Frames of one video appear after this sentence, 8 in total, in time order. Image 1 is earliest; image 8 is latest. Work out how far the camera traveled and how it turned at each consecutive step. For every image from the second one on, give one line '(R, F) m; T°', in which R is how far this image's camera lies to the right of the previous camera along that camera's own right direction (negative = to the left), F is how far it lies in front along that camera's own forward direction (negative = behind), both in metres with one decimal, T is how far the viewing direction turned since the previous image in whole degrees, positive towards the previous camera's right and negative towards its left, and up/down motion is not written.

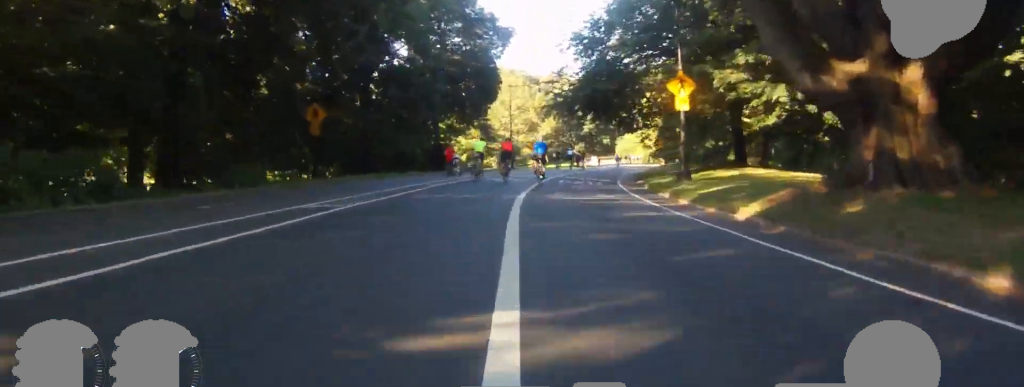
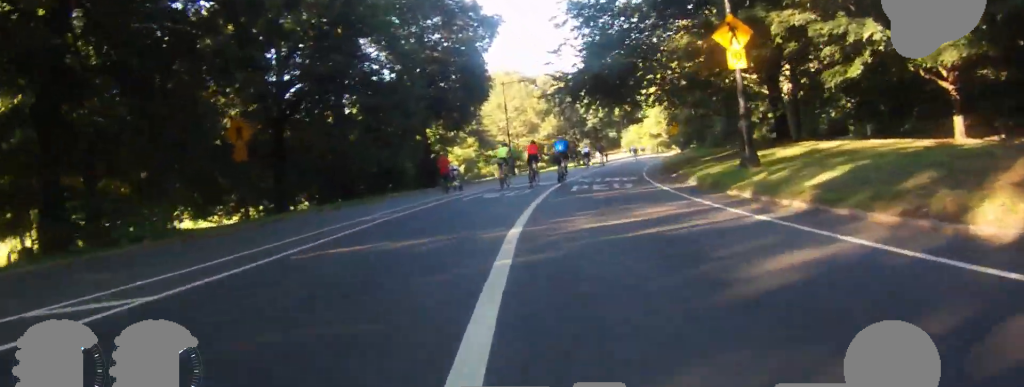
(0.0, +7.0) m; +6°
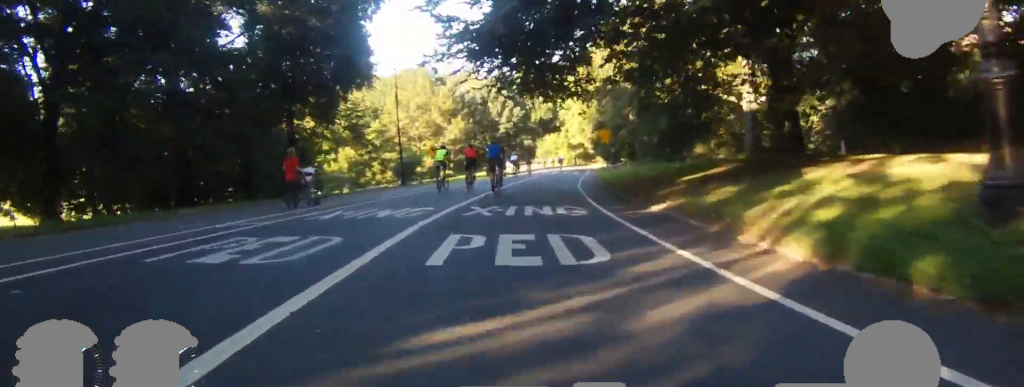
(+1.6, +11.7) m; +4°
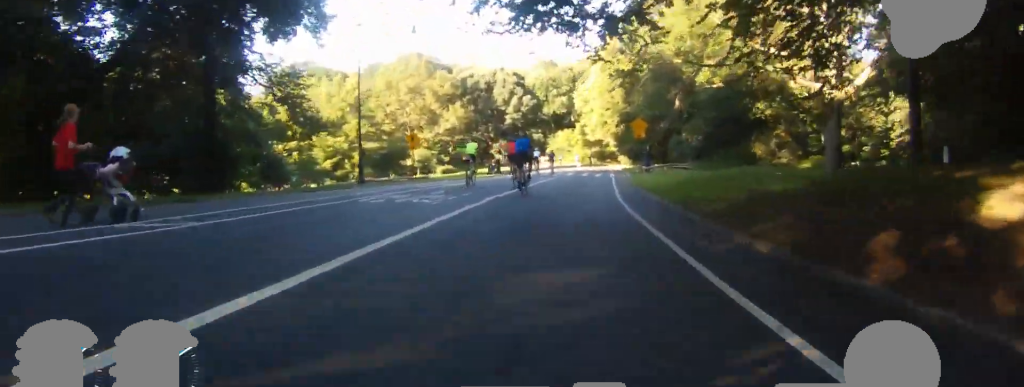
(-1.4, +12.6) m; -2°
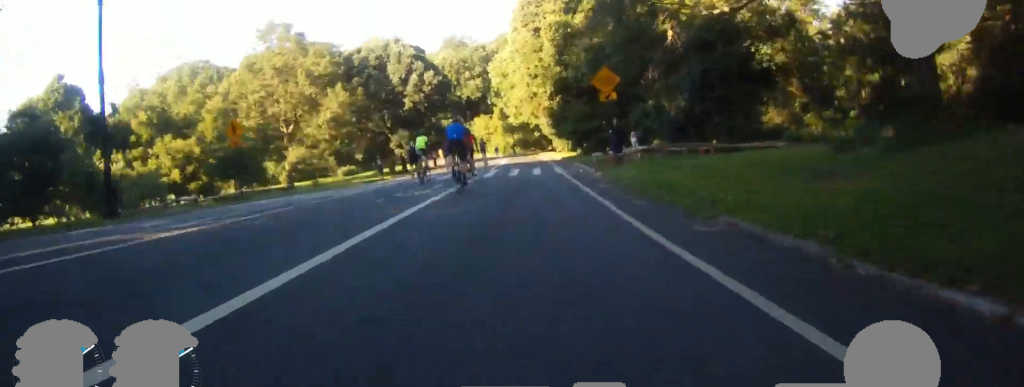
(+2.0, +16.0) m; +7°
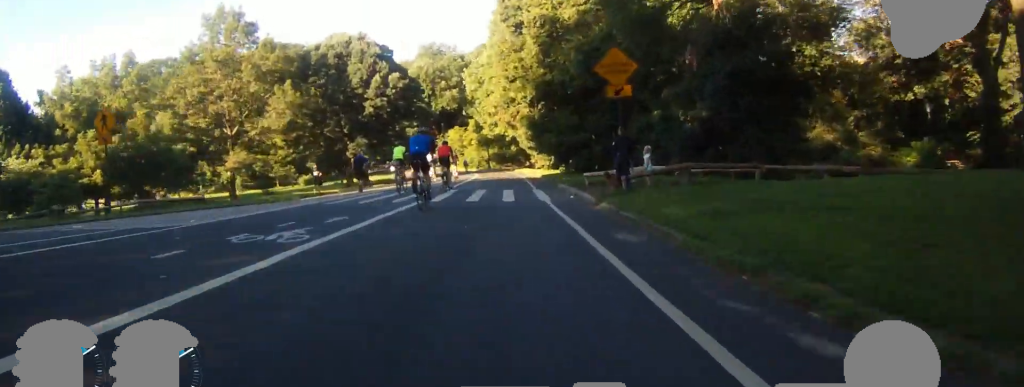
(0.0, +7.3) m; 0°
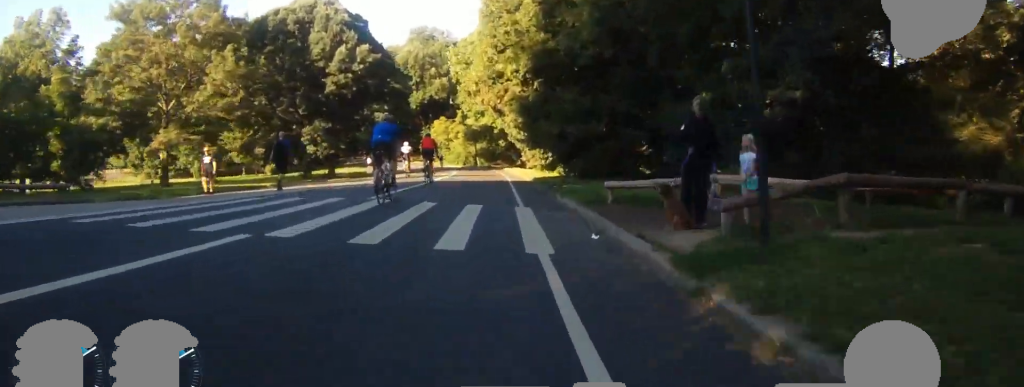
(0.0, +9.1) m; 0°
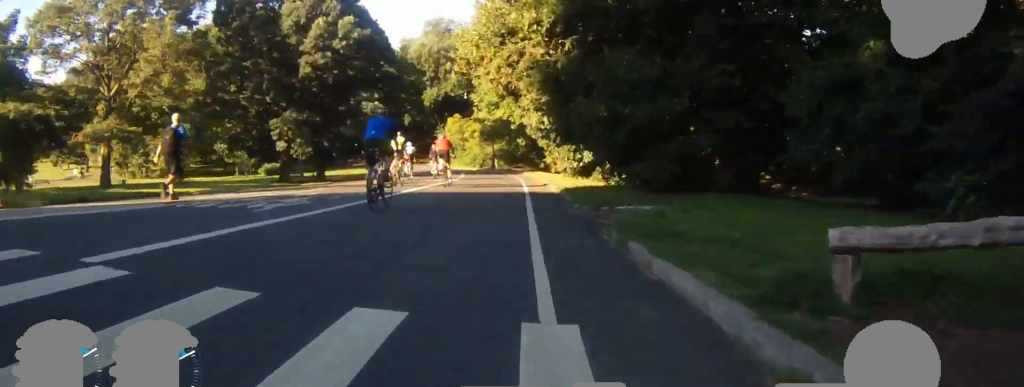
(0.0, +9.1) m; 0°
